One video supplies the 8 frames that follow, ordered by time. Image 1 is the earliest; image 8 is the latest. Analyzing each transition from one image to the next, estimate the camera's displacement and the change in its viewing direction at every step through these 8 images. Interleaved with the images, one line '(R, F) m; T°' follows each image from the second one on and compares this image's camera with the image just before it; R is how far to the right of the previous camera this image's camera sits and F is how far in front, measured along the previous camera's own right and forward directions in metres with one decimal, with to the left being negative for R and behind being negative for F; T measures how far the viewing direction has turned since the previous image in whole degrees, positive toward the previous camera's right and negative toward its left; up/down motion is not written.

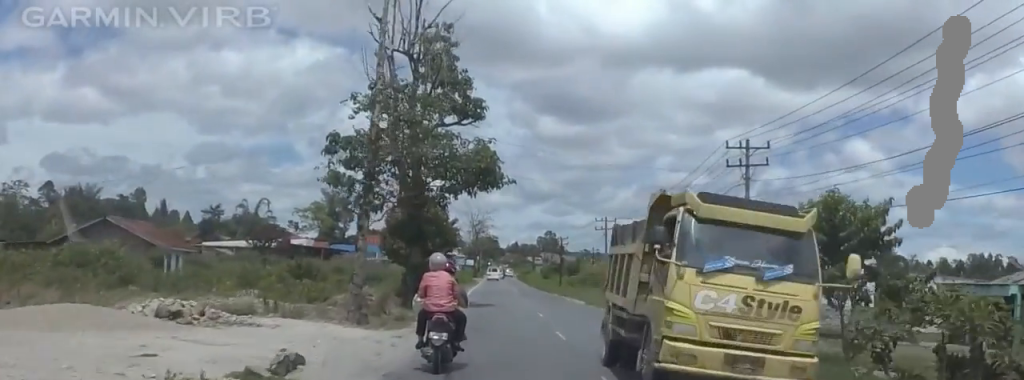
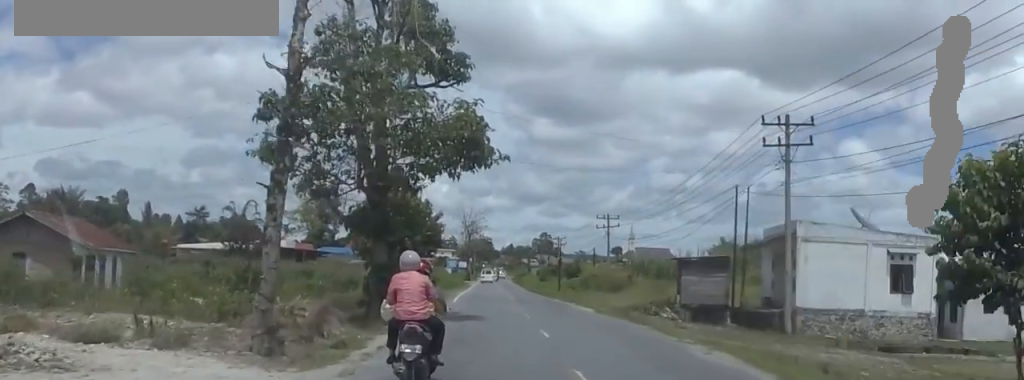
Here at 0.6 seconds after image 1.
(+0.1, +7.9) m; +1°
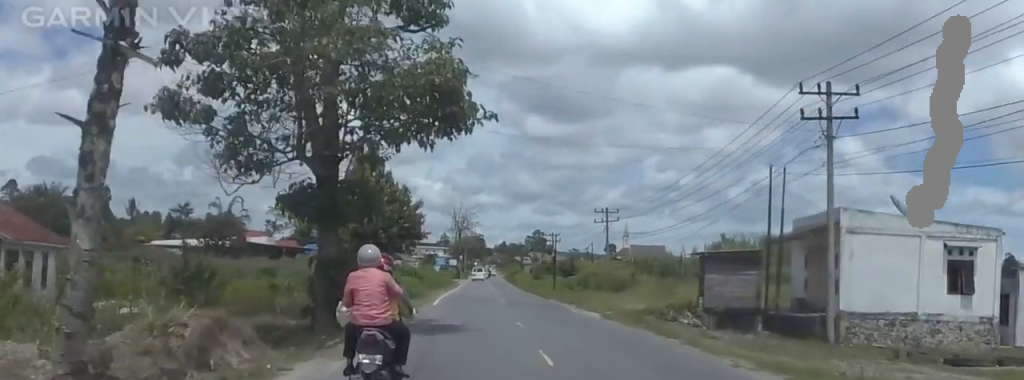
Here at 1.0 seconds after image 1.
(0.0, +6.2) m; 0°
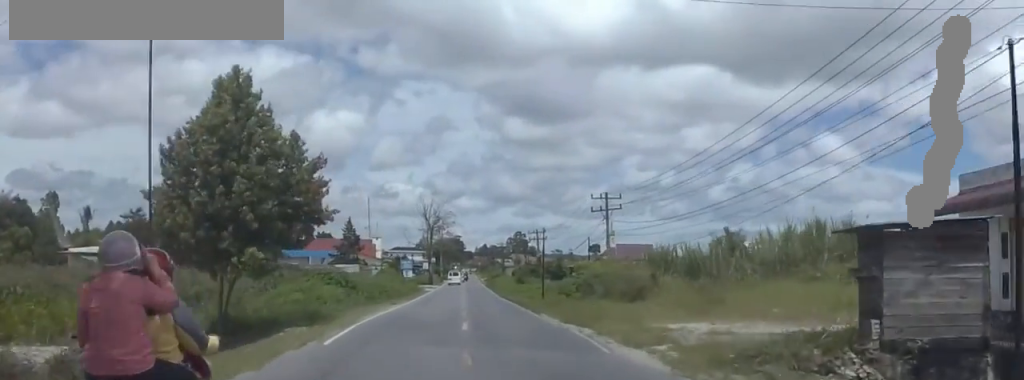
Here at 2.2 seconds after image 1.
(0.0, +16.8) m; -3°
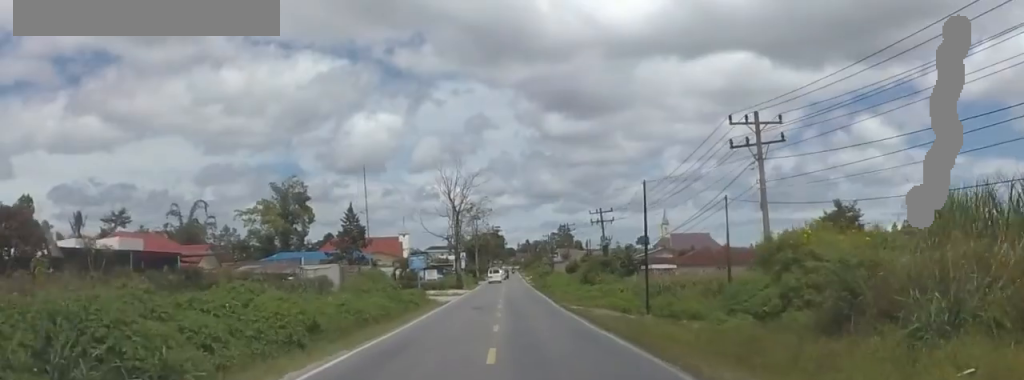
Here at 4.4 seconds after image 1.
(-1.7, +31.0) m; -5°
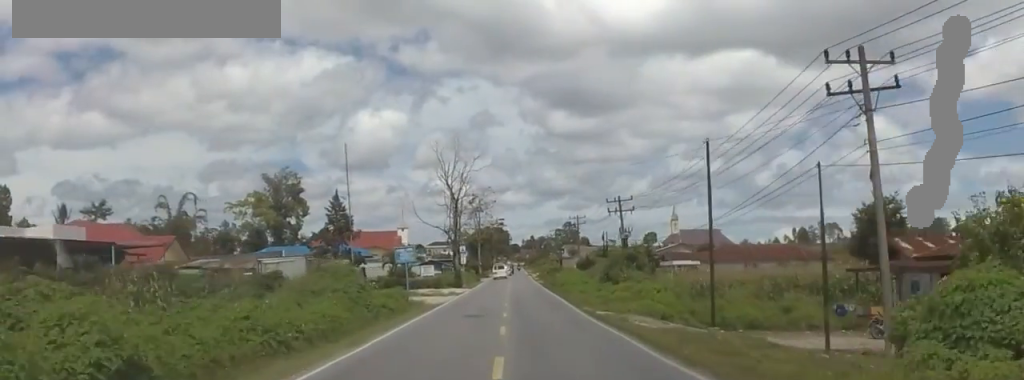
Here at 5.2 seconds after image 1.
(-0.2, +11.0) m; -1°
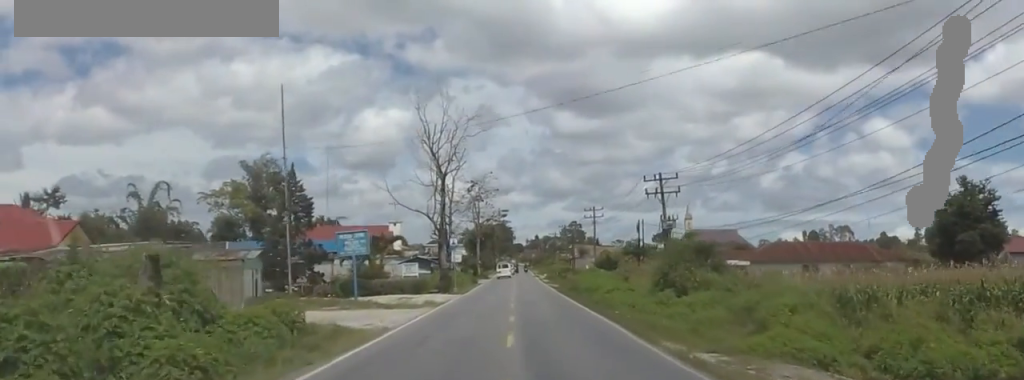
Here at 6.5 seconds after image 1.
(-0.1, +19.6) m; 0°
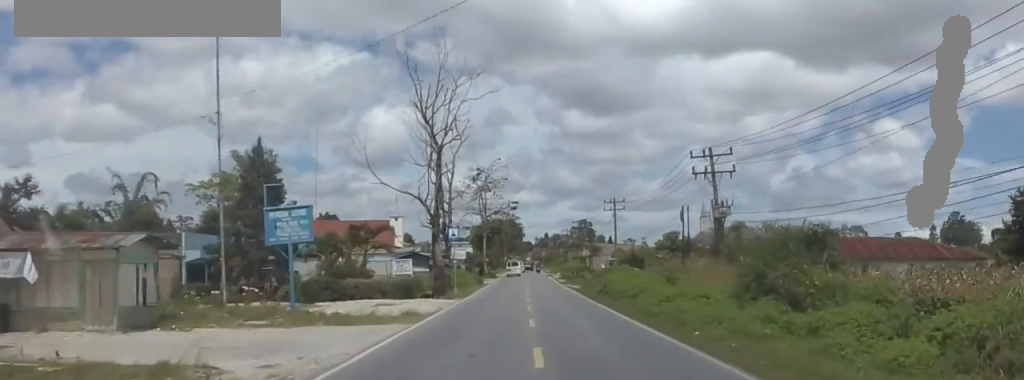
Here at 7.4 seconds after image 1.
(-0.1, +12.1) m; +3°
